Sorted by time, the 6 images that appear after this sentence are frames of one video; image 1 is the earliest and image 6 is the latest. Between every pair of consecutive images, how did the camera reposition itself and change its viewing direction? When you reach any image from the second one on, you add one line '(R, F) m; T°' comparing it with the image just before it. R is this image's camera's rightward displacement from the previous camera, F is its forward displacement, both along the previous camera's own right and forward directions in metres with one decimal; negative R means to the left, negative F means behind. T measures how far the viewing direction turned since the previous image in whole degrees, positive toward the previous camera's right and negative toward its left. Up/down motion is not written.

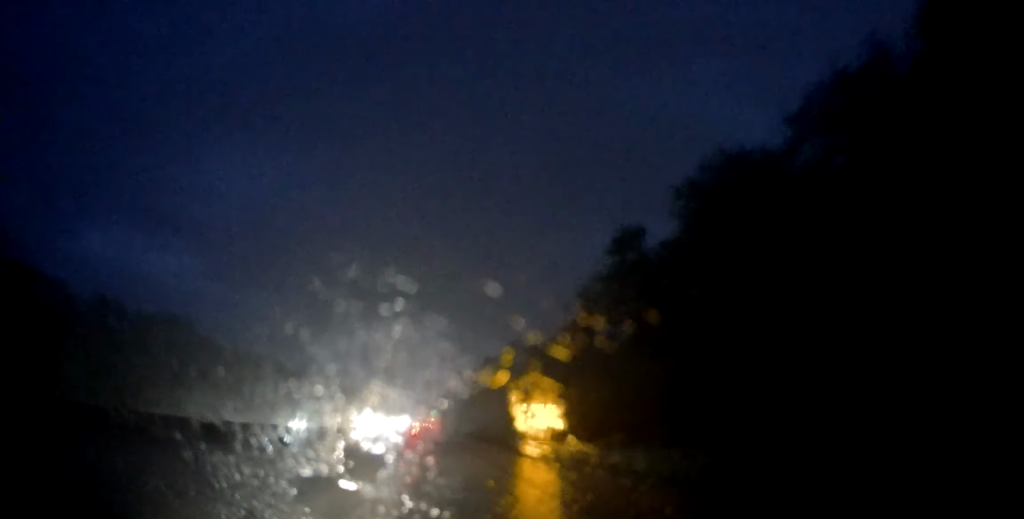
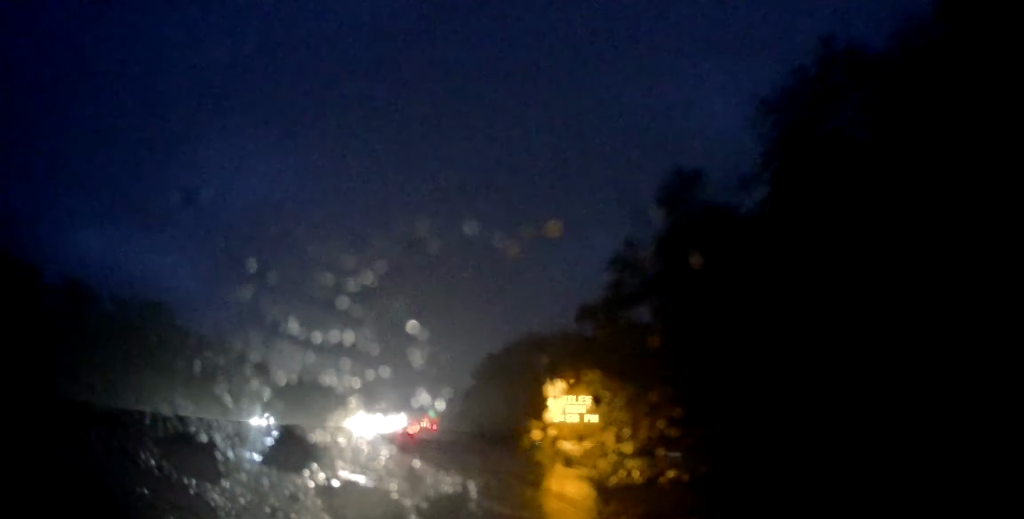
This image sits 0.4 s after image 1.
(-0.1, +10.6) m; -1°
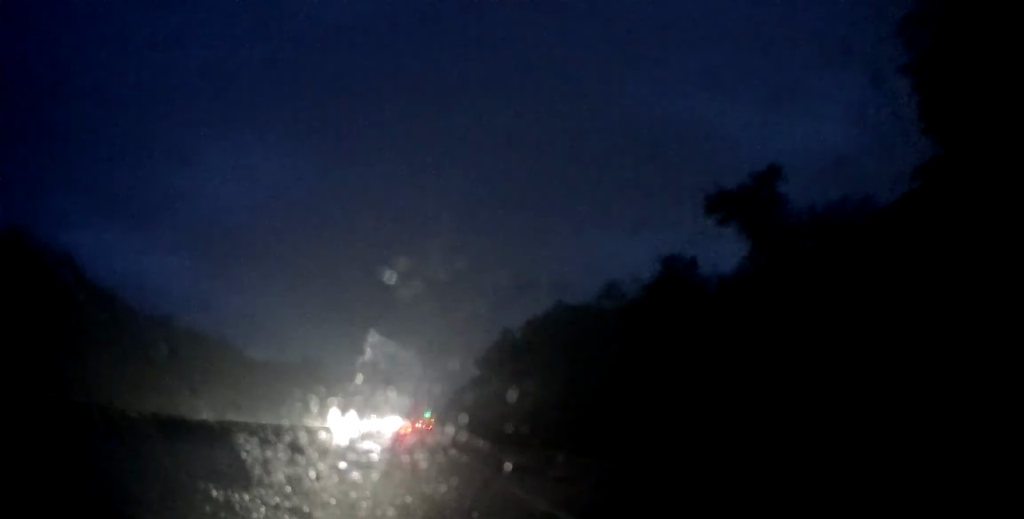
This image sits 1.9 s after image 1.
(-1.1, +36.1) m; -2°
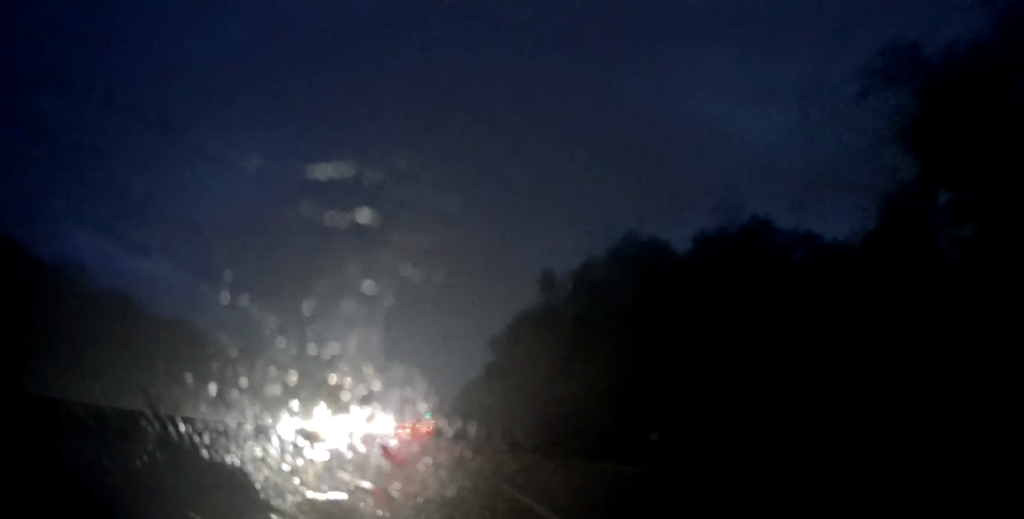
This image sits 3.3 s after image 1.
(+0.4, +35.4) m; +2°
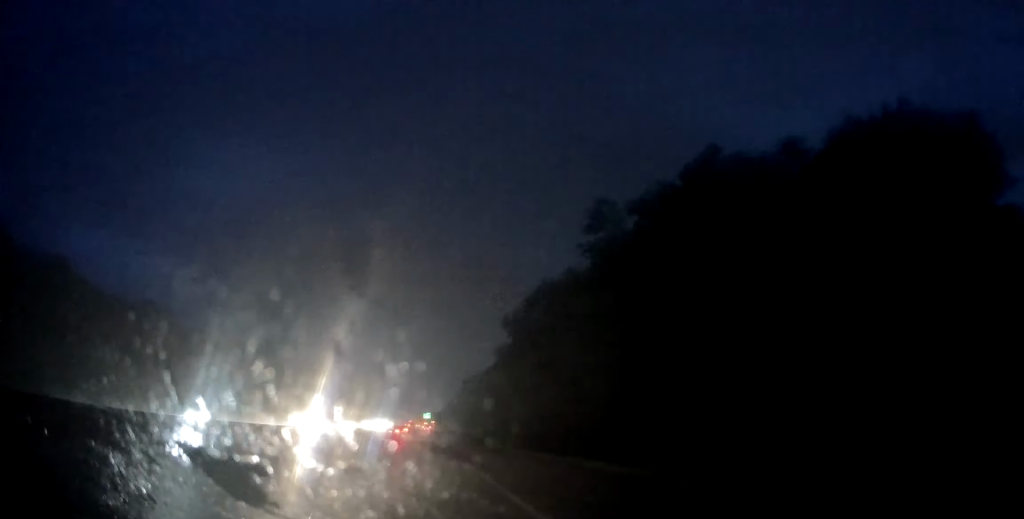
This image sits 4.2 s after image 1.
(+0.2, +21.6) m; 0°
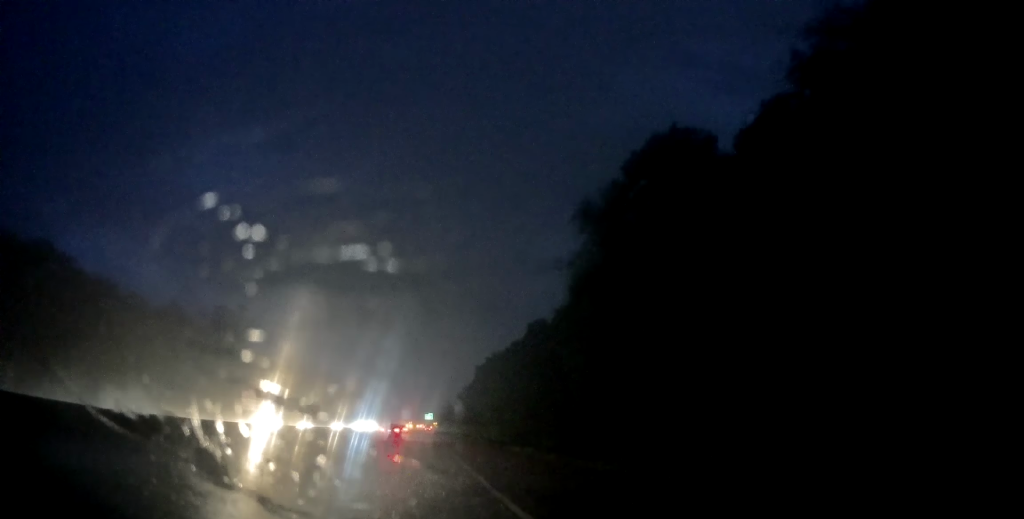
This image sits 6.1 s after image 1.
(+0.7, +46.4) m; 0°
